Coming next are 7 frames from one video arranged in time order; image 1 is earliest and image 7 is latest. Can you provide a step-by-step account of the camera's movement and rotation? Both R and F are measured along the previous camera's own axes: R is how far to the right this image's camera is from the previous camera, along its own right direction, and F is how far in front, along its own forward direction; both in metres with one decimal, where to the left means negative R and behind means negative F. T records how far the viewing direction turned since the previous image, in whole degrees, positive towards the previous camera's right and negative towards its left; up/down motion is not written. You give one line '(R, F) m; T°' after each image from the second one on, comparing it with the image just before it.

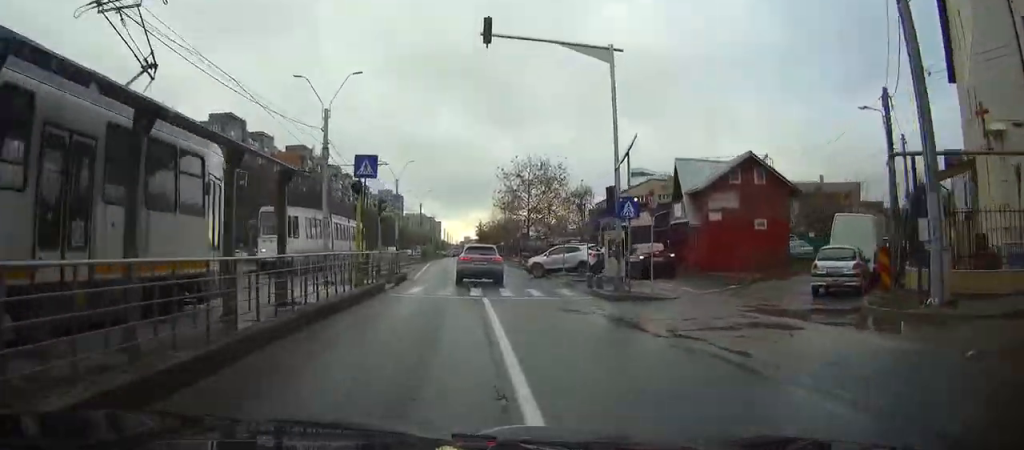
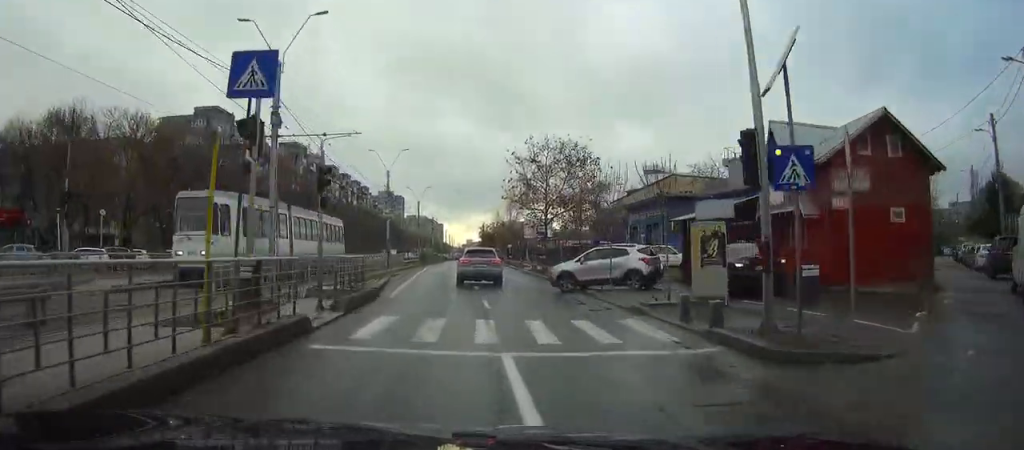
(0.0, +11.0) m; 0°
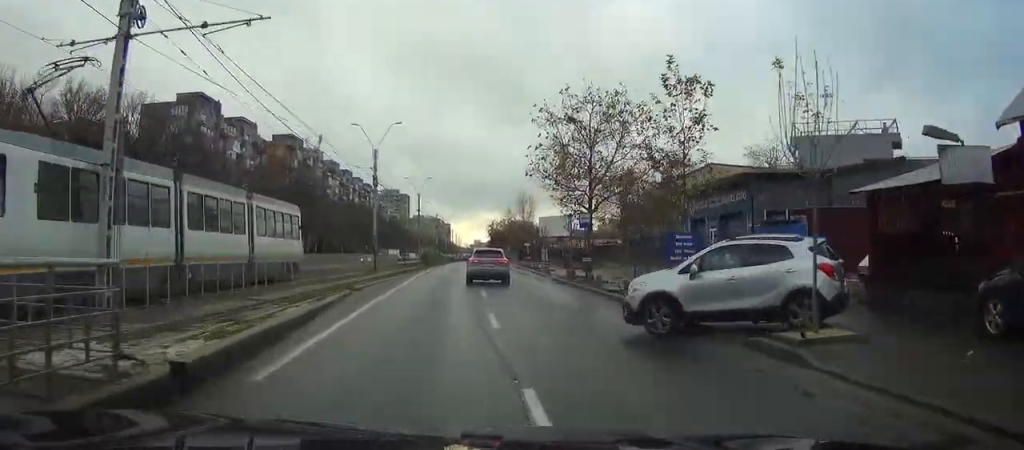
(+0.1, +14.1) m; -1°
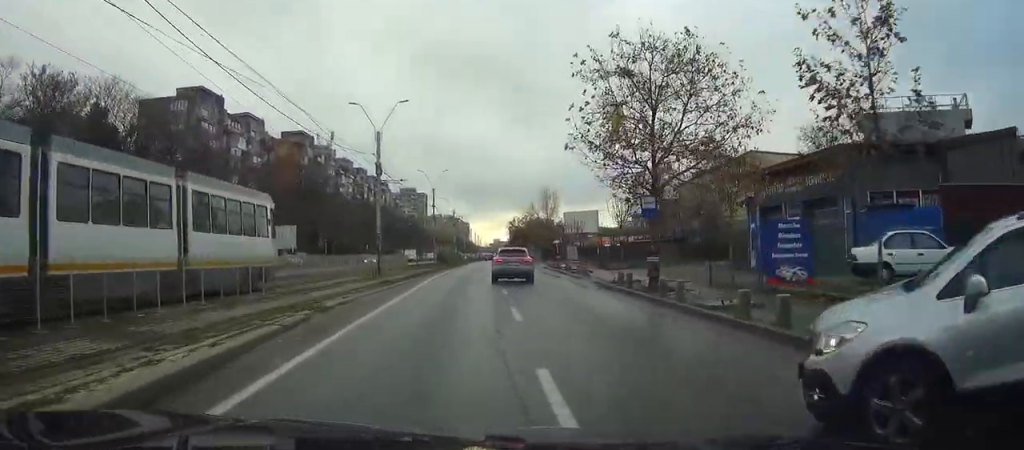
(-0.1, +8.1) m; -1°
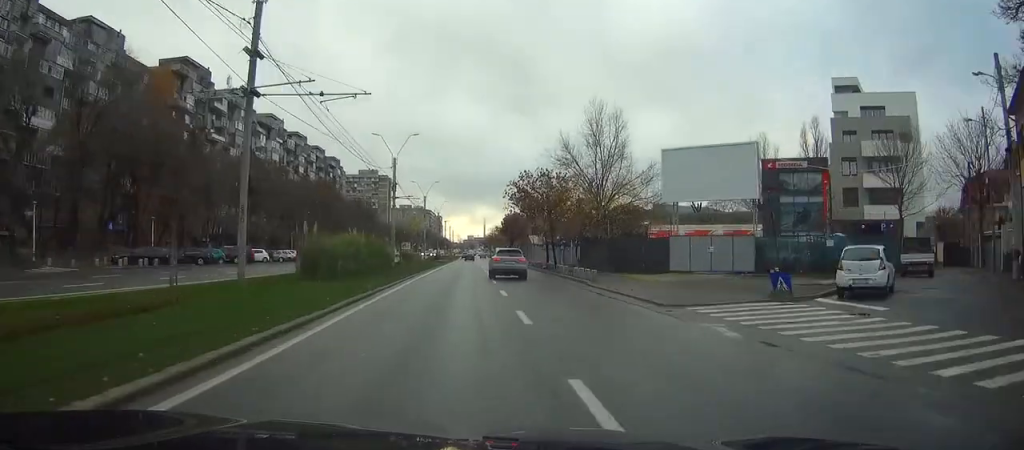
(+0.4, +64.6) m; +1°
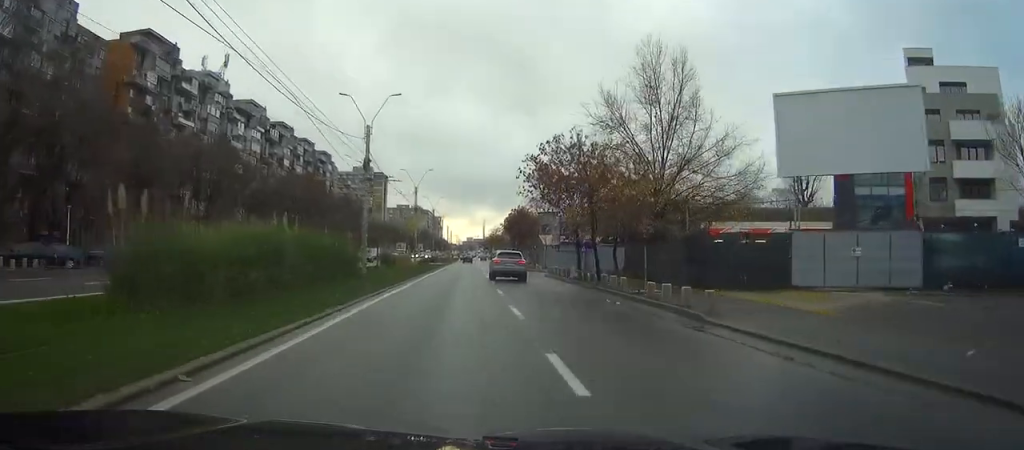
(-0.1, +16.0) m; 0°
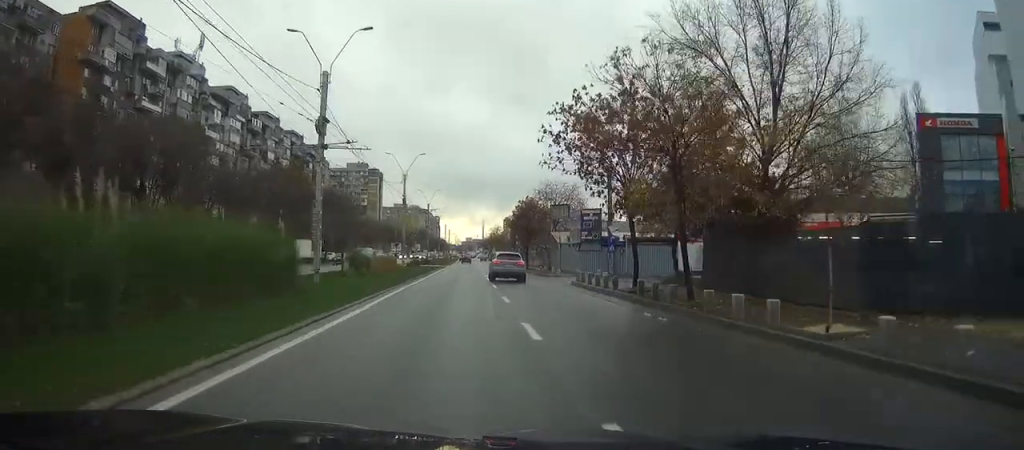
(0.0, +13.5) m; 0°
